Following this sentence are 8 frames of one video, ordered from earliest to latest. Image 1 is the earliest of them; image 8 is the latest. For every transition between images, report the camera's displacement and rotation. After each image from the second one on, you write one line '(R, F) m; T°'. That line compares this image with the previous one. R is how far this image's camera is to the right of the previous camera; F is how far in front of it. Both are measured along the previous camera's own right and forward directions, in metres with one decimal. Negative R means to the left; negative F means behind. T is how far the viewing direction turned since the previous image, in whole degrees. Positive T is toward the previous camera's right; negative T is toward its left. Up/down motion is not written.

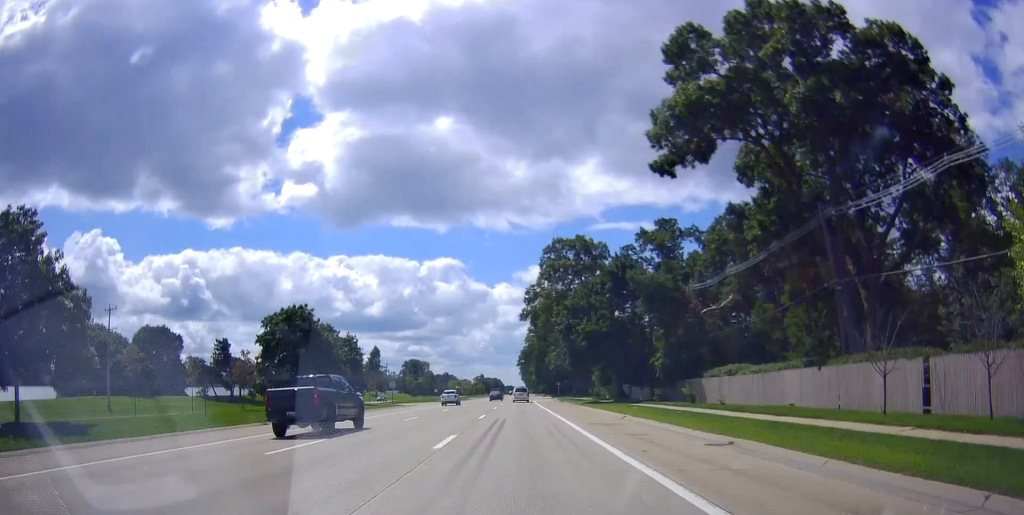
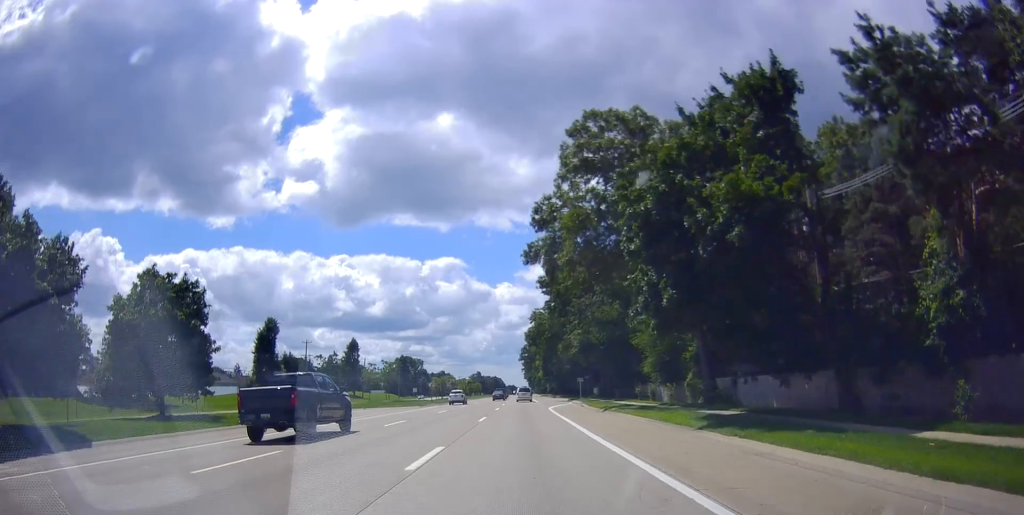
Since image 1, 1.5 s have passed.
(+0.2, +34.4) m; -1°
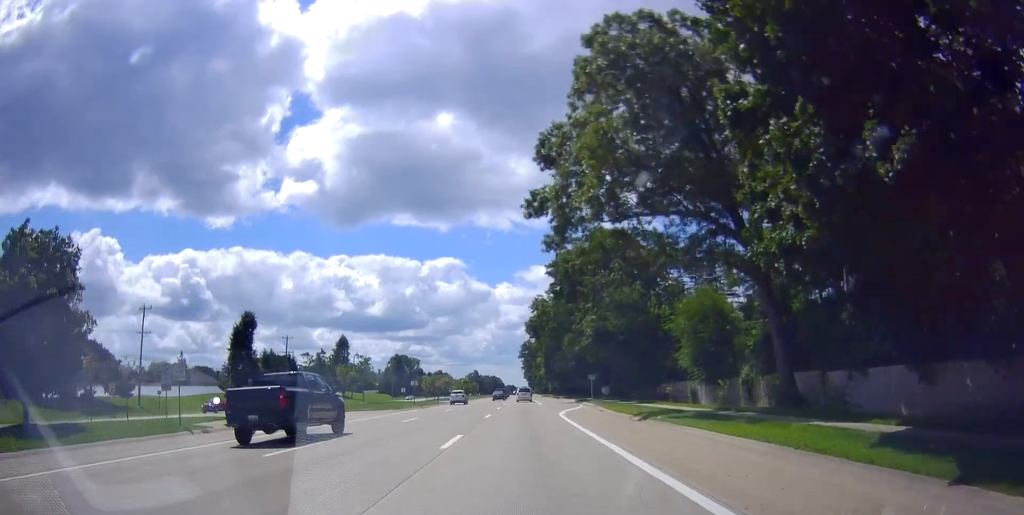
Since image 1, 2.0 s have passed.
(-0.3, +11.6) m; 0°
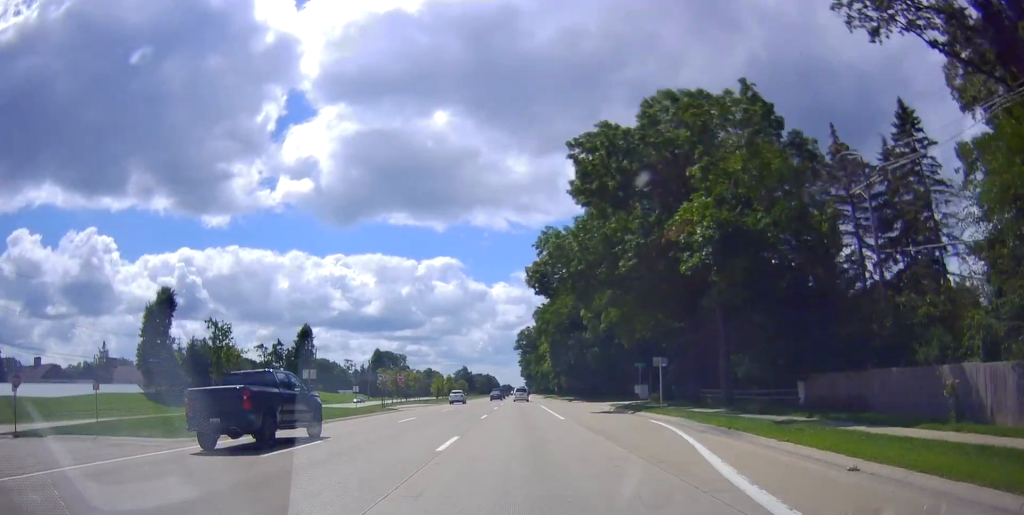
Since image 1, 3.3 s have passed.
(+0.1, +30.2) m; +1°
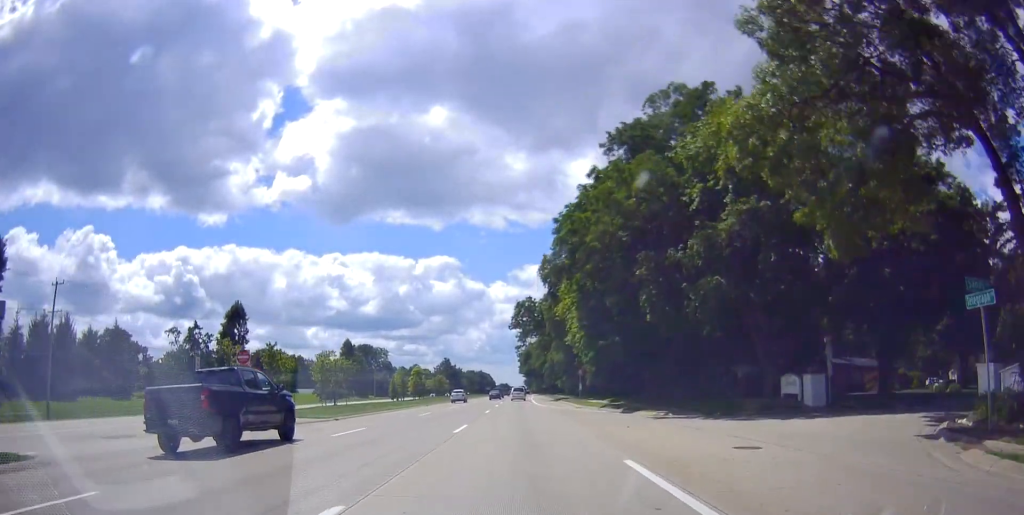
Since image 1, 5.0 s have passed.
(0.0, +39.7) m; 0°
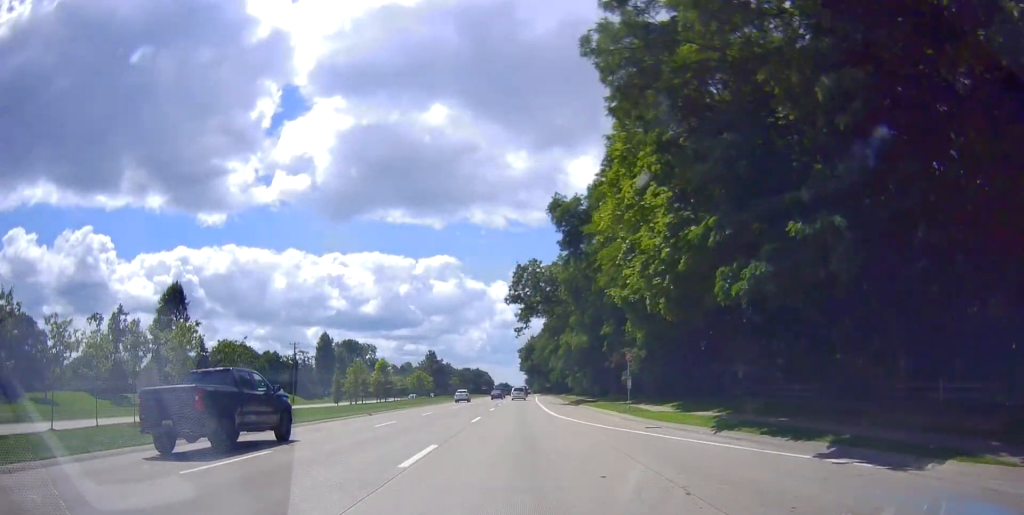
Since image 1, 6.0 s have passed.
(0.0, +24.2) m; 0°
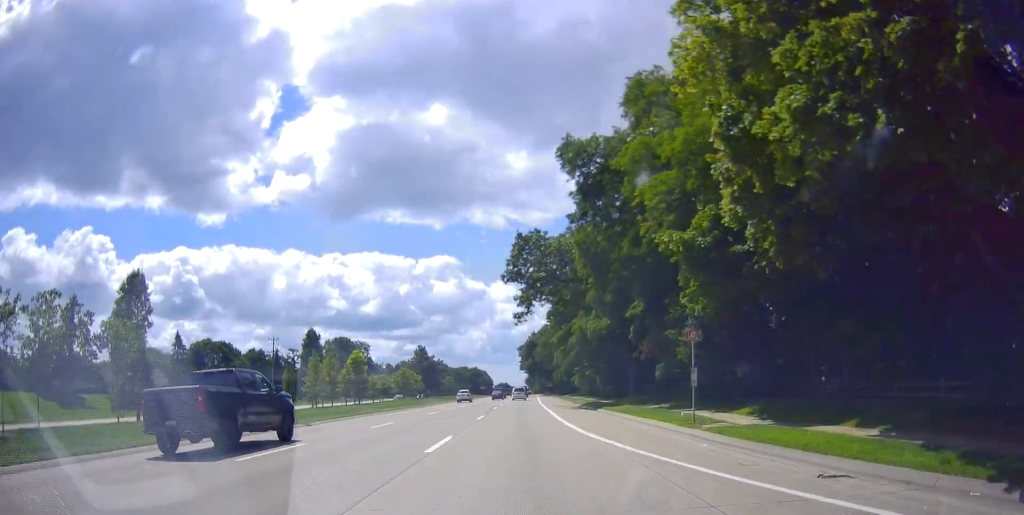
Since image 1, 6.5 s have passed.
(+0.1, +11.8) m; 0°
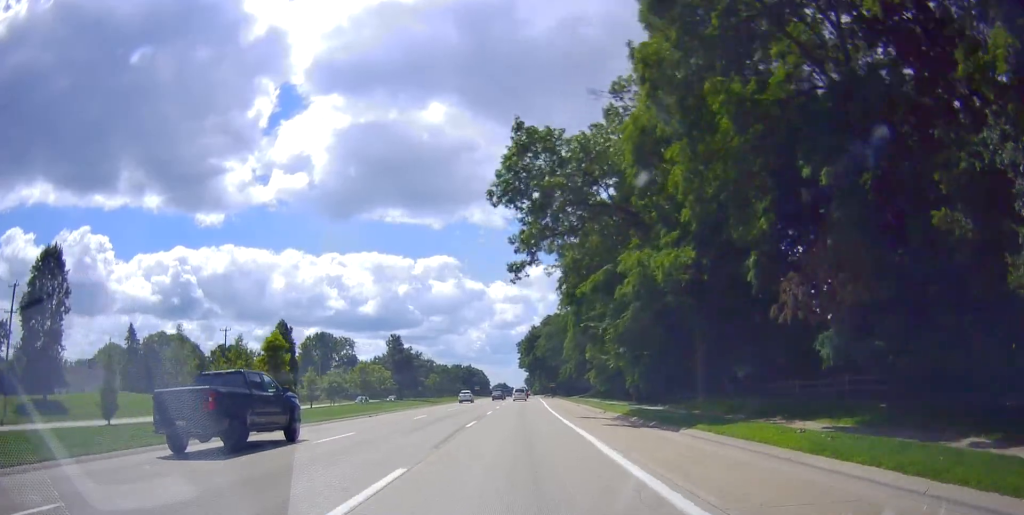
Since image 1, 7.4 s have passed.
(0.0, +20.5) m; 0°
